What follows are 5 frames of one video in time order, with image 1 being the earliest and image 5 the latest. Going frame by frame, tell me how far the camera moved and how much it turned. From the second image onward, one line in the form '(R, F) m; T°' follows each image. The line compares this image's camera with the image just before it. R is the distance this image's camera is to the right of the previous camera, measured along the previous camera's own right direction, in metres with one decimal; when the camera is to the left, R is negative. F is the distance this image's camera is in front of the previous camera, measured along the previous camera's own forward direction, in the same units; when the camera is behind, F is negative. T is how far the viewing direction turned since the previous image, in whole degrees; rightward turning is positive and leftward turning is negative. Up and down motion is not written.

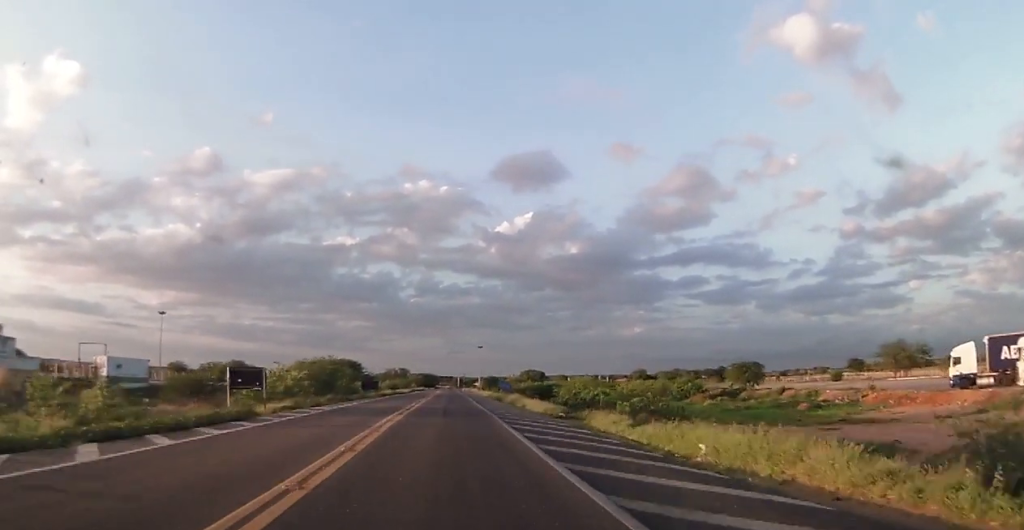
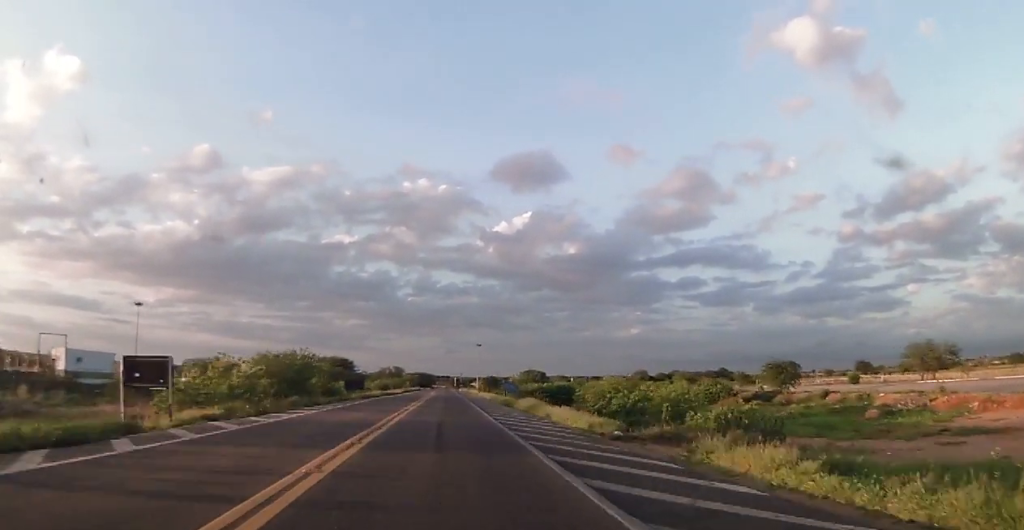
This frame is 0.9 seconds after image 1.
(-0.1, +11.0) m; 0°
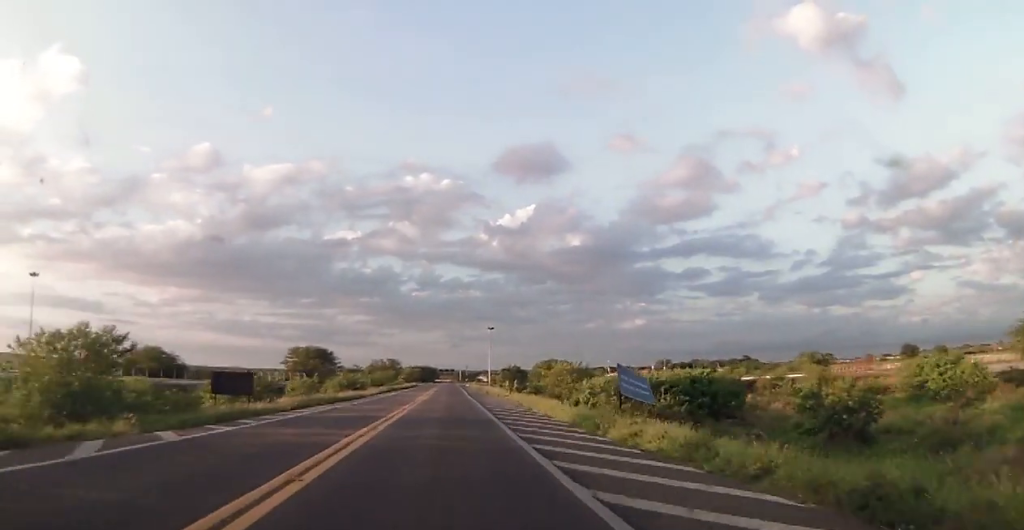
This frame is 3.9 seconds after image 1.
(+2.0, +41.2) m; +3°
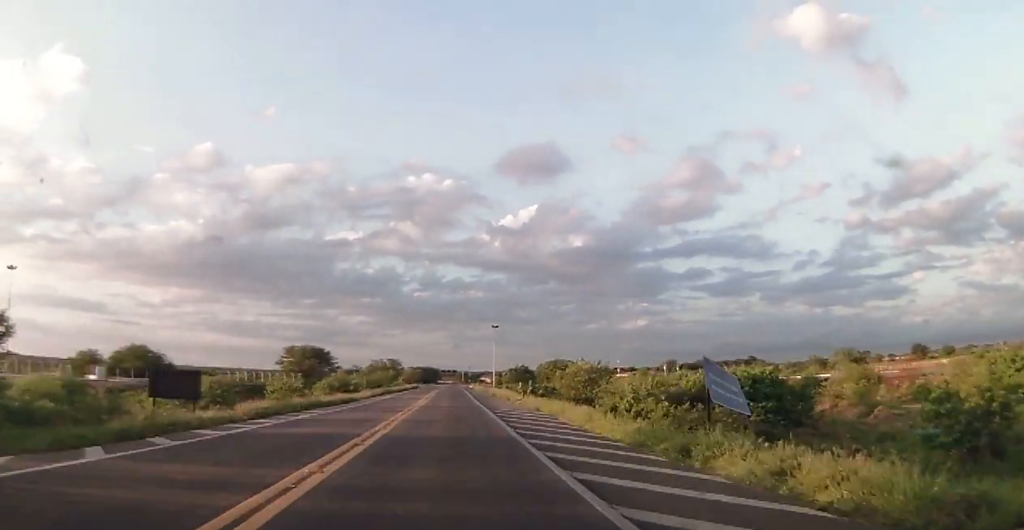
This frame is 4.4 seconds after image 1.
(+0.1, +7.0) m; -1°
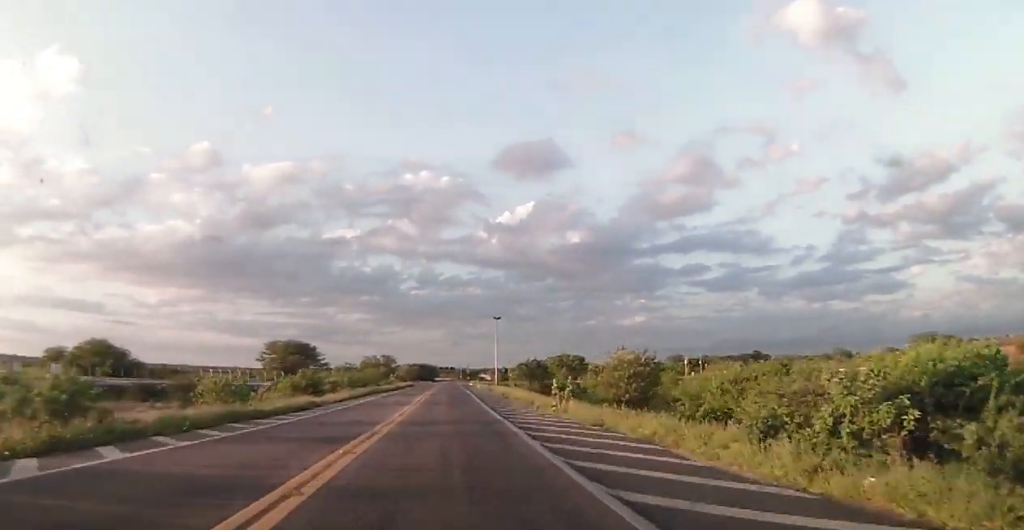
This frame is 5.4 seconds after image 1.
(-0.3, +13.8) m; -1°
